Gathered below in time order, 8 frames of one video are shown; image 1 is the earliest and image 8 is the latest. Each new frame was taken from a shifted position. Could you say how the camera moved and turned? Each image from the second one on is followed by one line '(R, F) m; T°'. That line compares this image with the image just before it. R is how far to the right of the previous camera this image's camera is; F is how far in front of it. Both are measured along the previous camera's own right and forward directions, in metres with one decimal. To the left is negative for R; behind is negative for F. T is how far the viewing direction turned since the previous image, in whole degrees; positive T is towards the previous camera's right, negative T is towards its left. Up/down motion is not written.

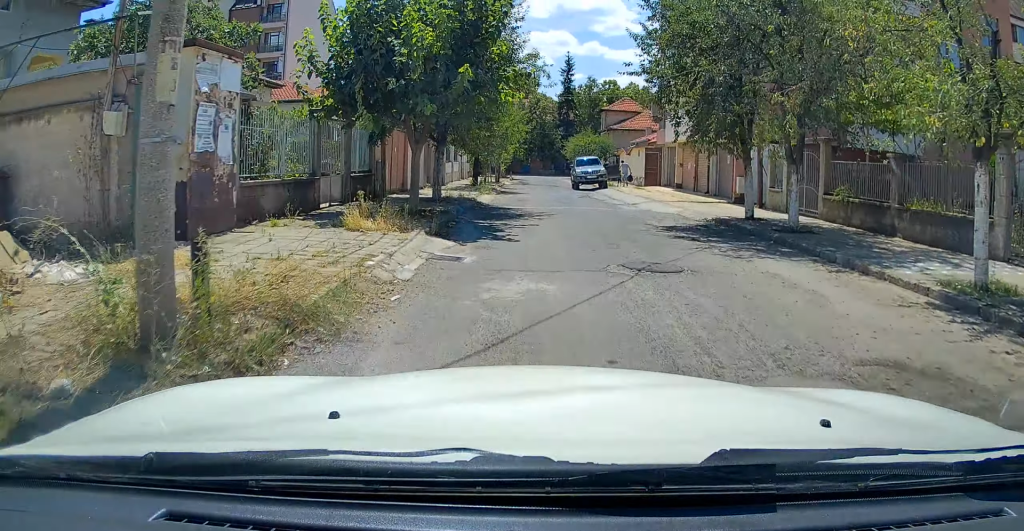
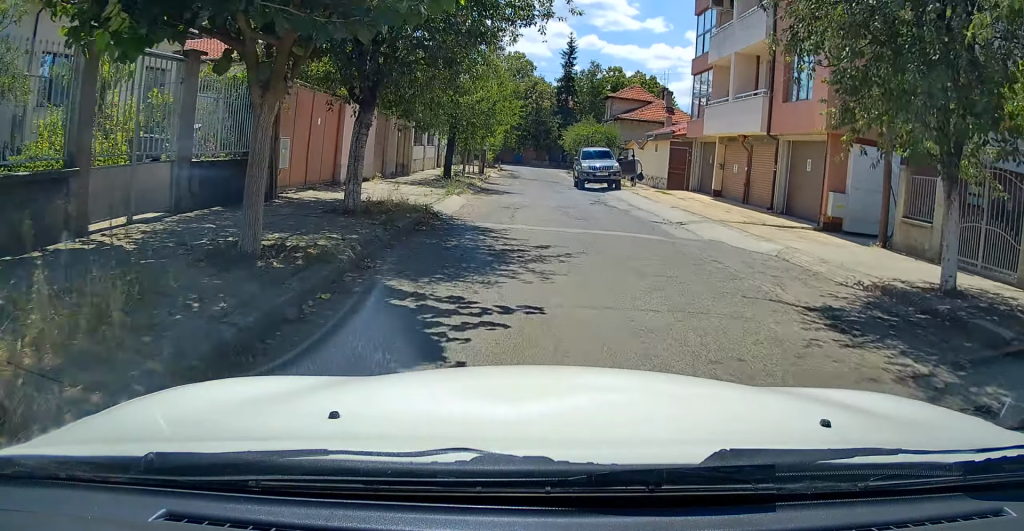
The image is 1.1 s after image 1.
(+0.1, +8.0) m; +1°
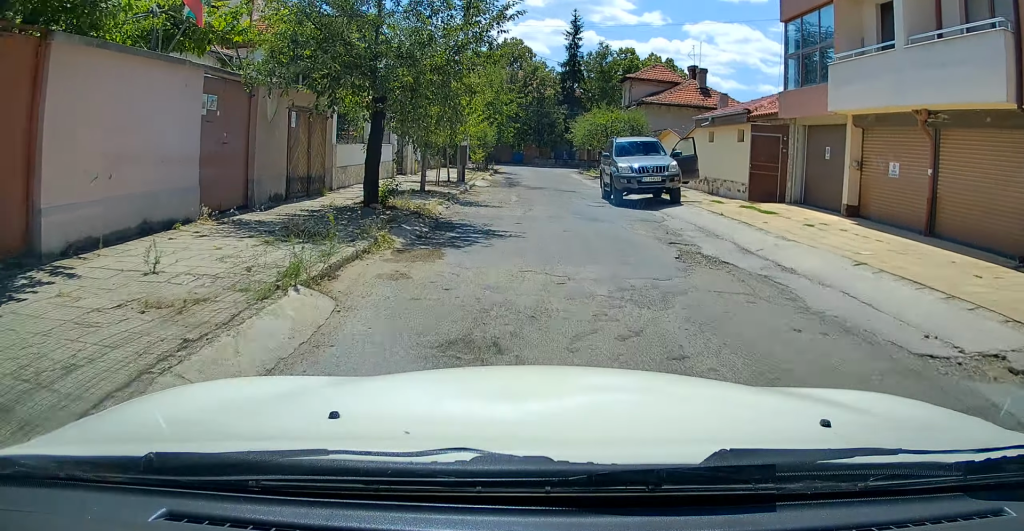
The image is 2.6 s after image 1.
(0.0, +10.9) m; +1°
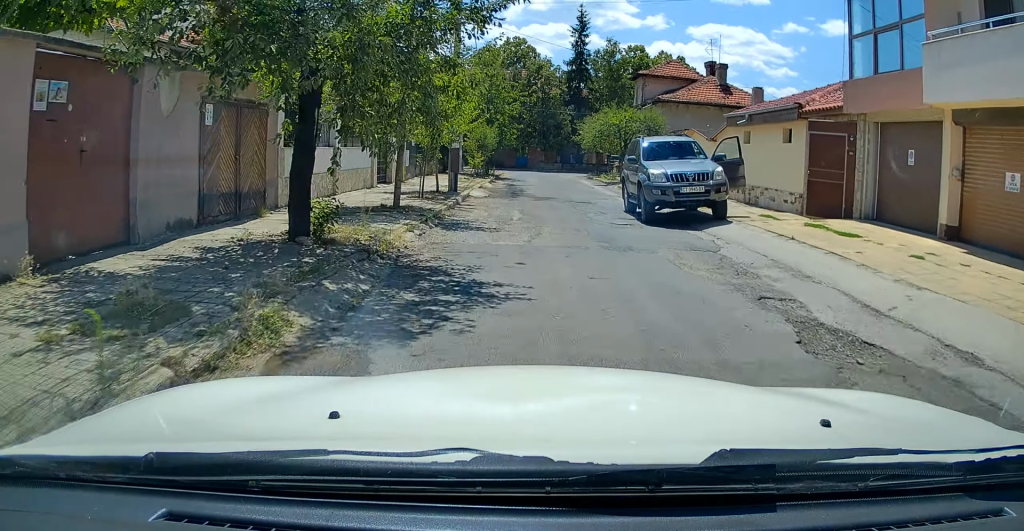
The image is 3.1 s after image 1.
(0.0, +3.8) m; 0°
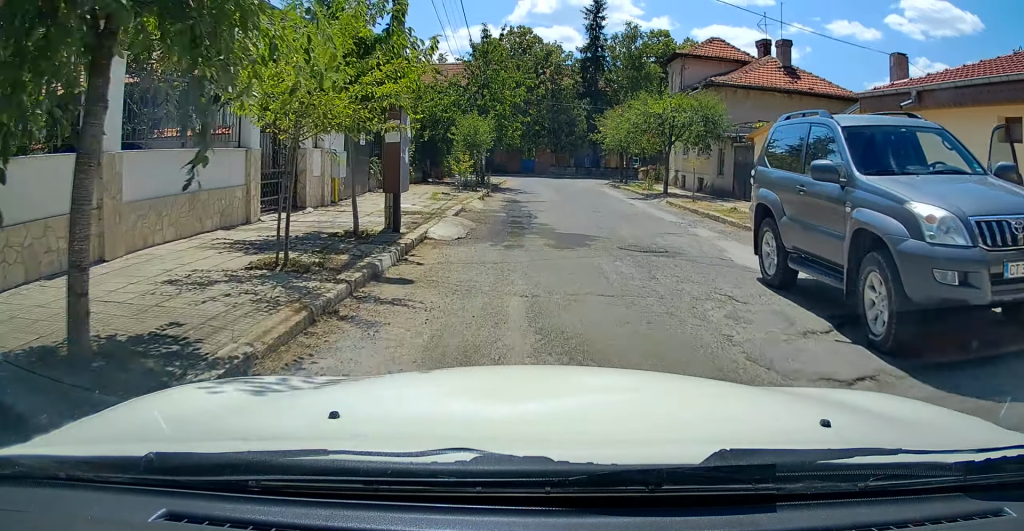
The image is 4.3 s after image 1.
(-0.1, +9.8) m; -1°
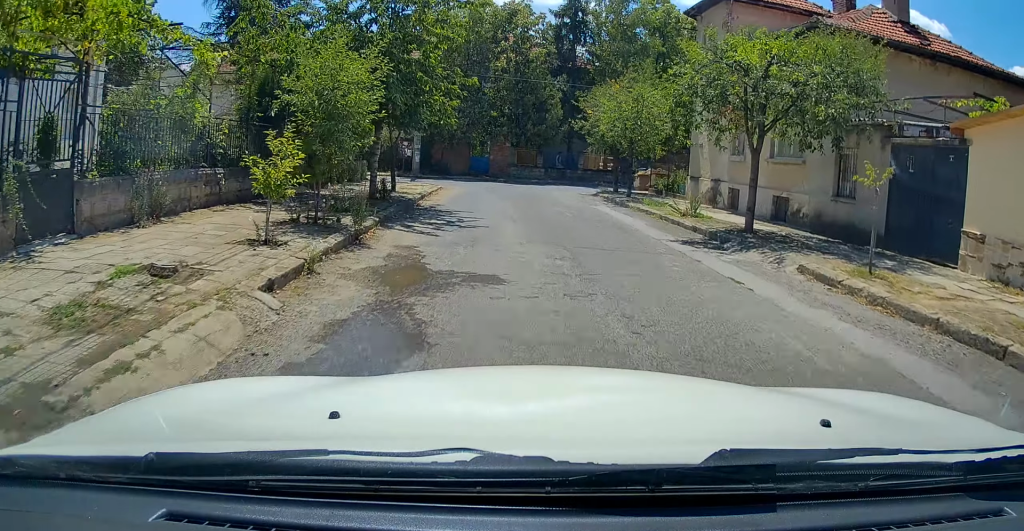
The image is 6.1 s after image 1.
(0.0, +13.5) m; +1°
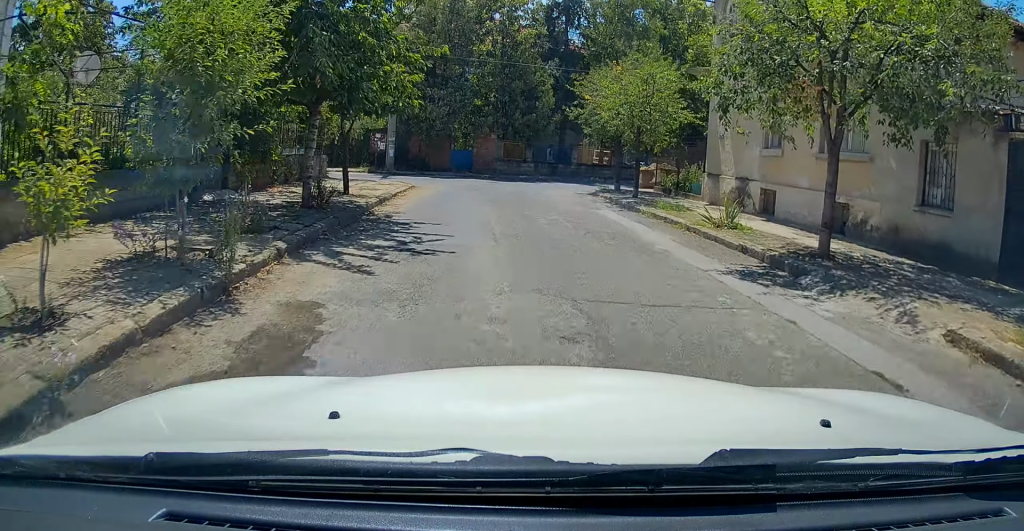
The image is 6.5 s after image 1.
(0.0, +3.8) m; +1°
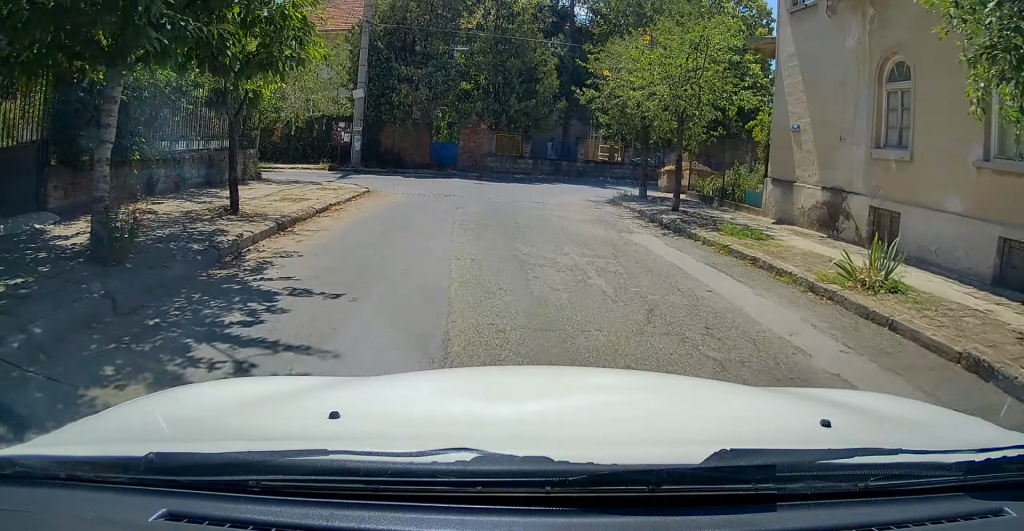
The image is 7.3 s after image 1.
(0.0, +6.0) m; +1°
